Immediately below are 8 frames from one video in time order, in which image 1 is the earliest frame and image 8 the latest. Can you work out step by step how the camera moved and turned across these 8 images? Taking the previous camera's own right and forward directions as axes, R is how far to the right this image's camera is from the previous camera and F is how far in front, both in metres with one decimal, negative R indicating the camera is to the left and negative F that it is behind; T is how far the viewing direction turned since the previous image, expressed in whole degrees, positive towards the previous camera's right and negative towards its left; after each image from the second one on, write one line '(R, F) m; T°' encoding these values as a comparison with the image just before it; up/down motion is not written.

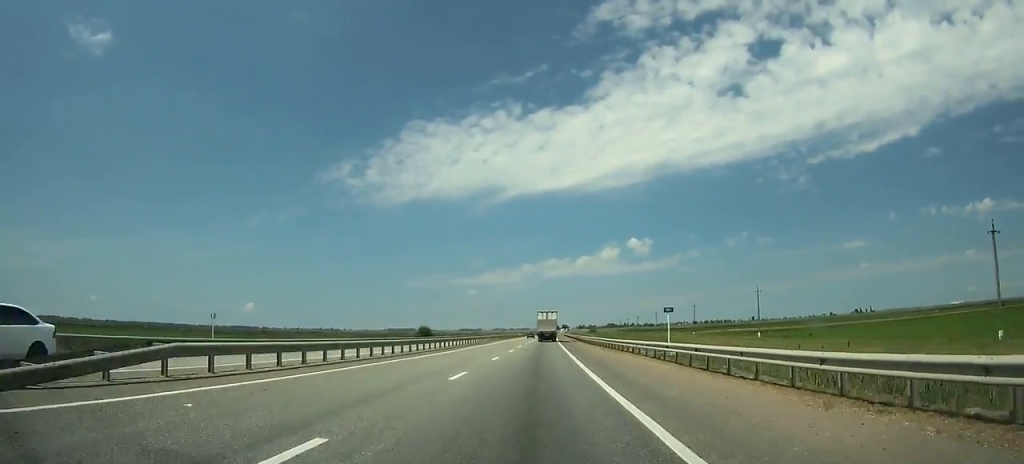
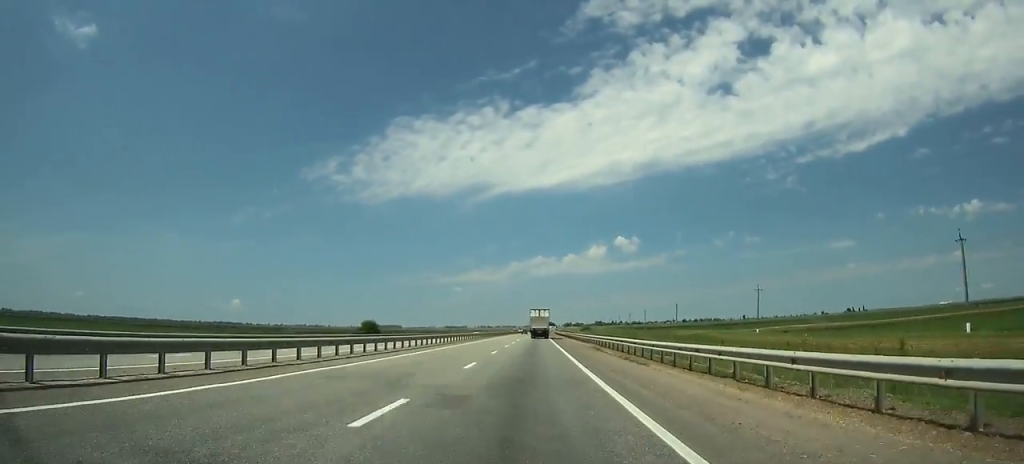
(+0.7, +55.4) m; +1°
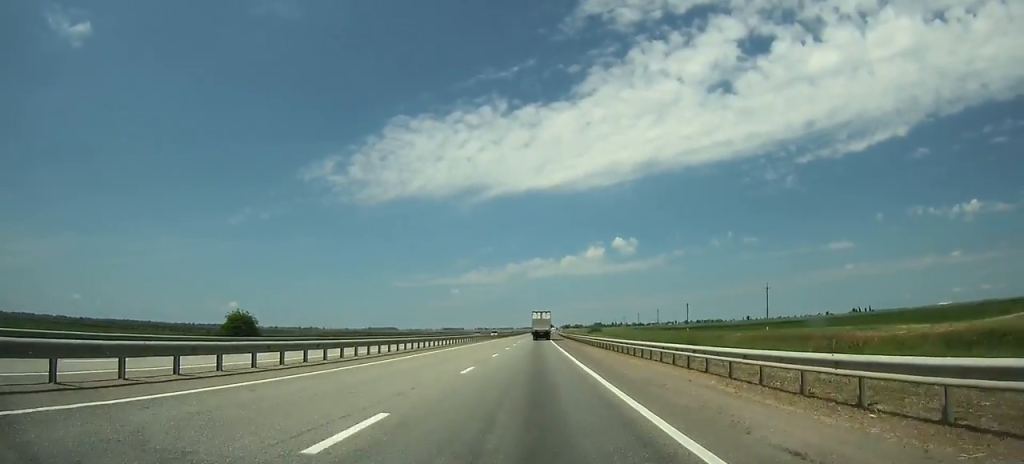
(+0.2, +74.2) m; 0°
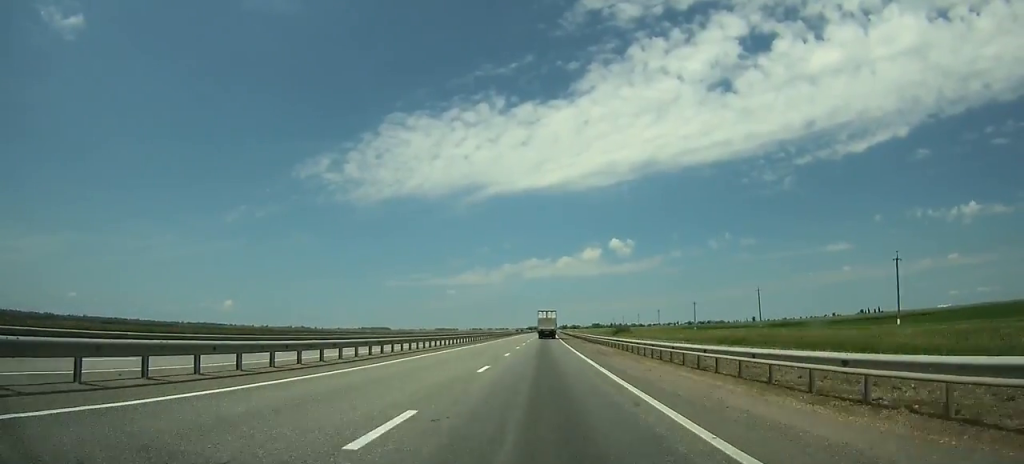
(+0.6, +108.0) m; +1°
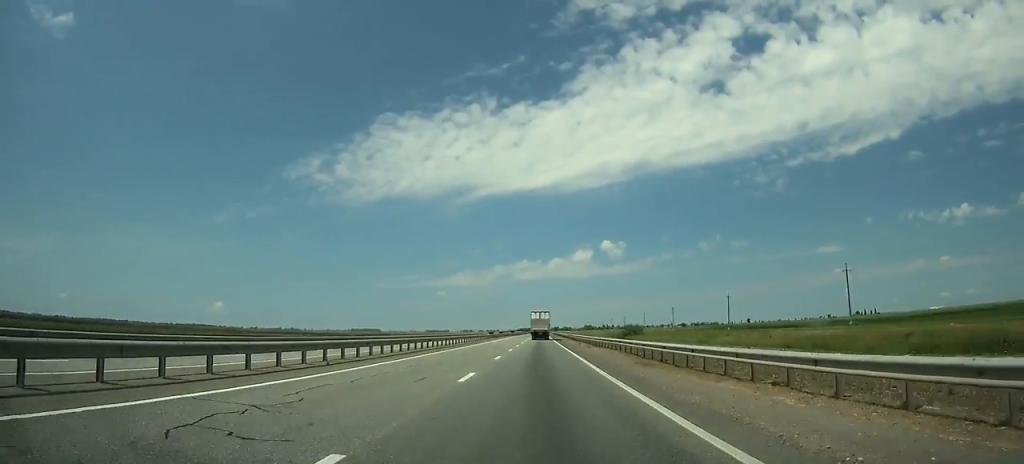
(+0.2, +38.4) m; 0°
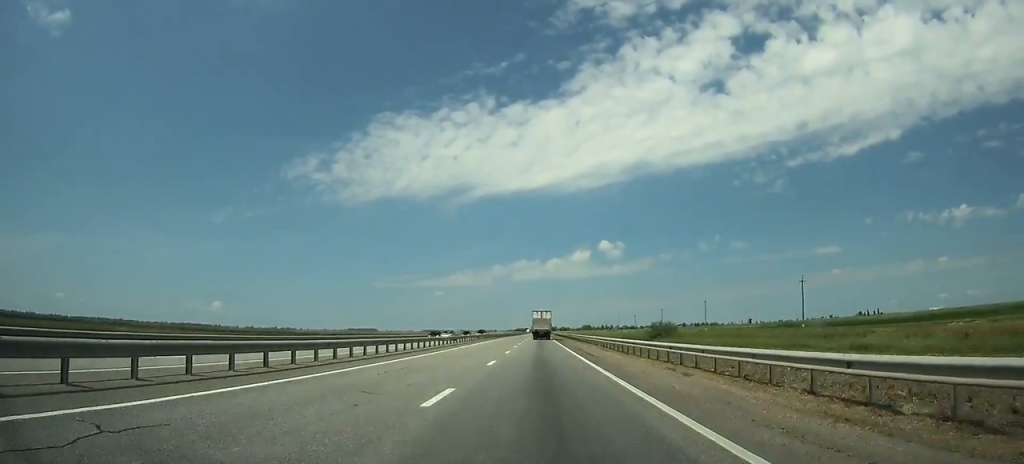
(+0.2, +41.0) m; 0°
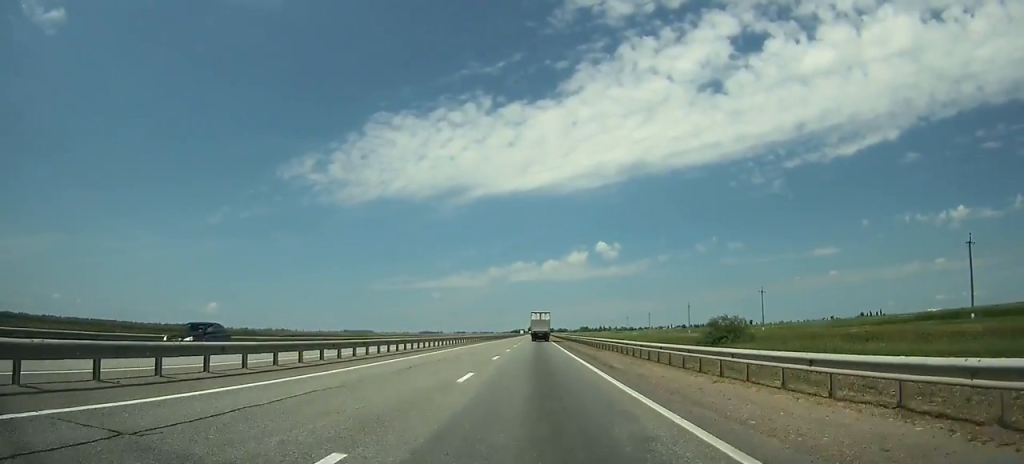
(0.0, +43.9) m; 0°
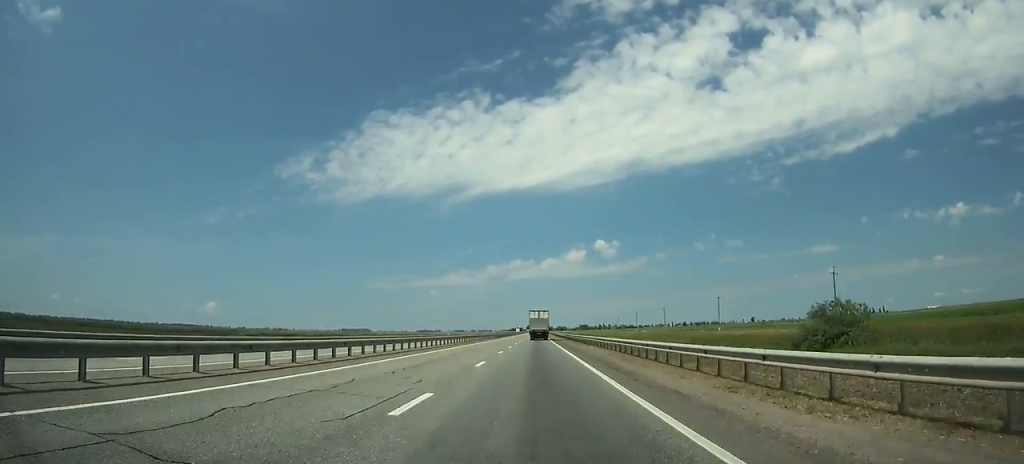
(0.0, +30.1) m; 0°
